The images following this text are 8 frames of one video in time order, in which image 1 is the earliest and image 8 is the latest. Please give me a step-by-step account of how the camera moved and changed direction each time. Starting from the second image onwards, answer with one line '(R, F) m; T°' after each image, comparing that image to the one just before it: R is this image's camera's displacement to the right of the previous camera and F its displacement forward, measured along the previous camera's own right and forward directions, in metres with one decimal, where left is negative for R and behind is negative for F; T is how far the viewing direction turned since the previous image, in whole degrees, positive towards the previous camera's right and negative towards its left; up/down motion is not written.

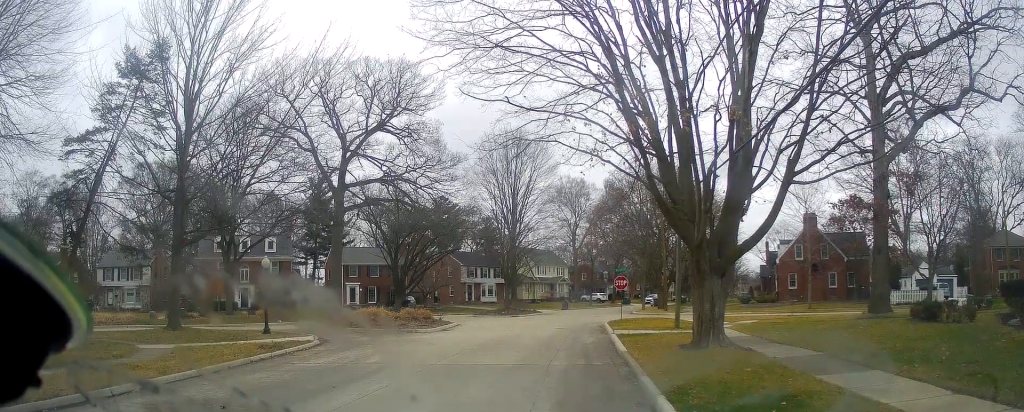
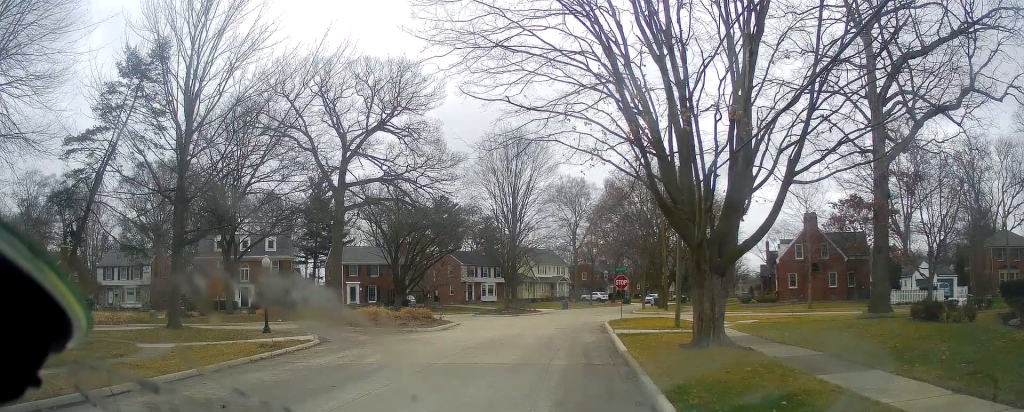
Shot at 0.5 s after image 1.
(0.0, 0.0) m; 0°
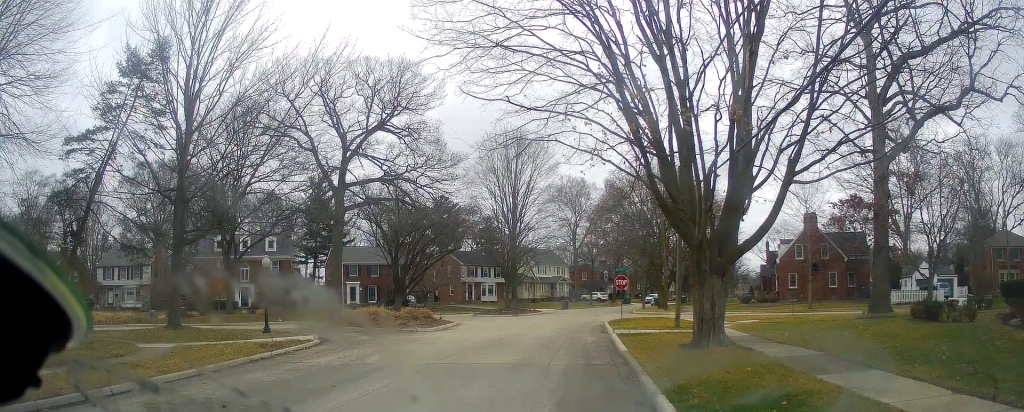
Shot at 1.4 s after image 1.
(0.0, 0.0) m; 0°
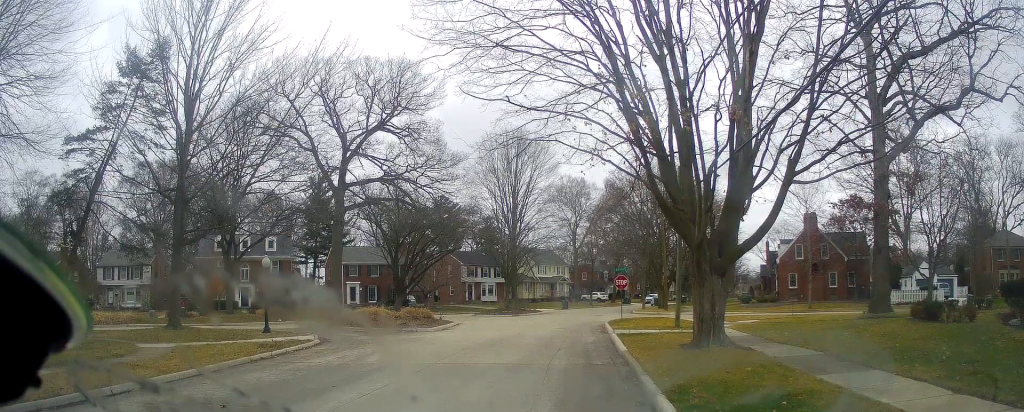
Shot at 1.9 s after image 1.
(0.0, 0.0) m; 0°
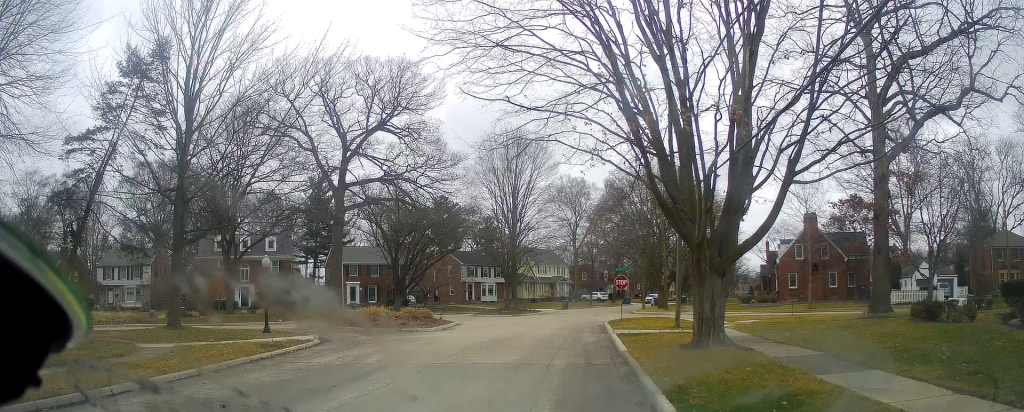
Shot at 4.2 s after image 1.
(-0.1, +0.5) m; 0°
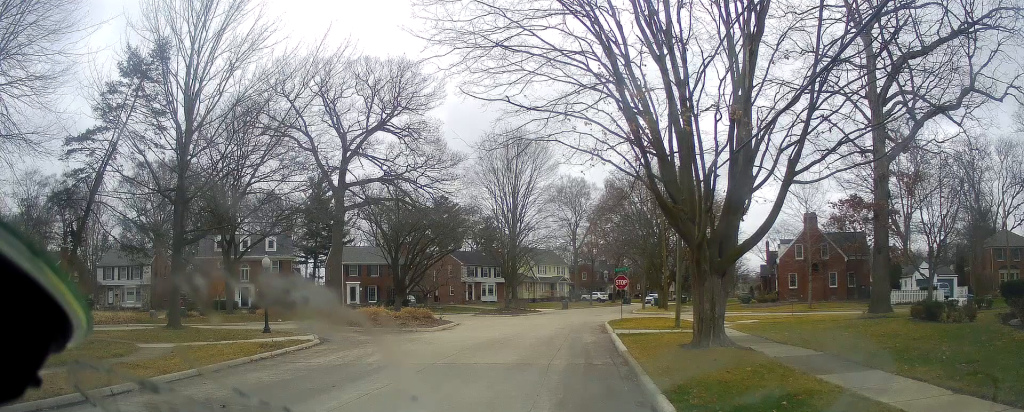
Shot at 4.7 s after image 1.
(0.0, 0.0) m; 0°
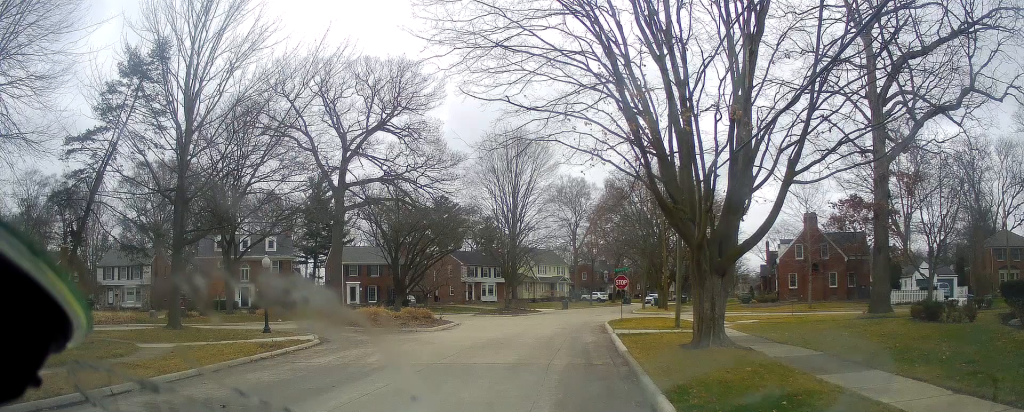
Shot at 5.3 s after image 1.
(0.0, 0.0) m; 0°
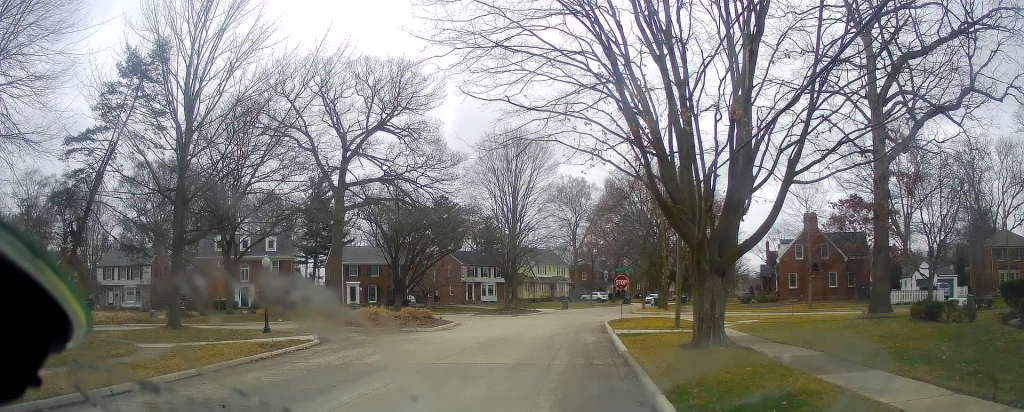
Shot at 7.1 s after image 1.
(-0.1, +0.4) m; 0°
